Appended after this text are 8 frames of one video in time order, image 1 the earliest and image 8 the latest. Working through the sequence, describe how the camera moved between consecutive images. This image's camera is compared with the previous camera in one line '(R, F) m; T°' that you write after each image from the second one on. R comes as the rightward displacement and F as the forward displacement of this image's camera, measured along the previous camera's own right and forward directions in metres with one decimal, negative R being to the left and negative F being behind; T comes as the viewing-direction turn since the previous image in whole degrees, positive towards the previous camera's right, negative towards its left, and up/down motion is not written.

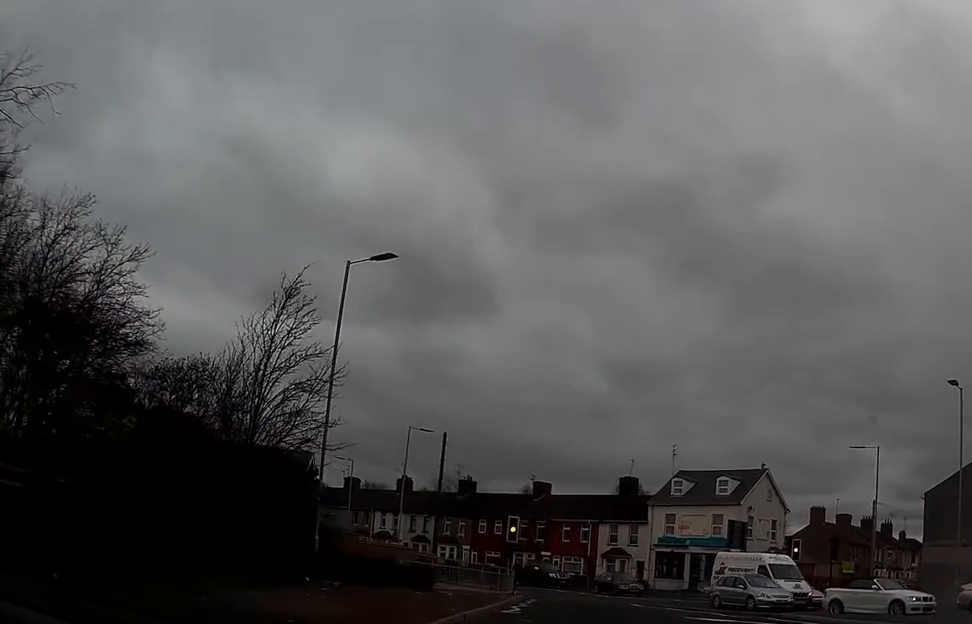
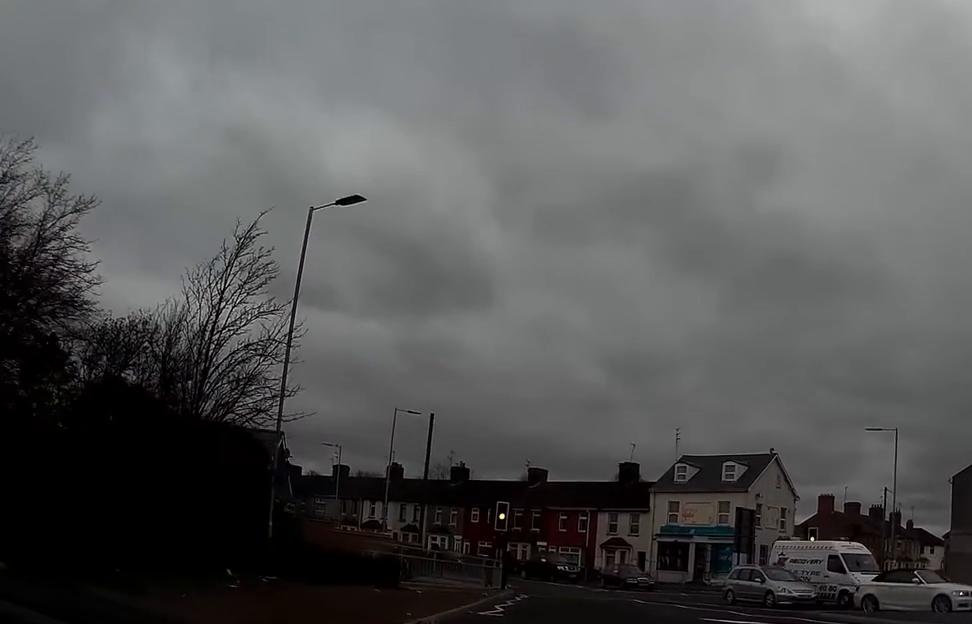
(0.0, +4.3) m; 0°
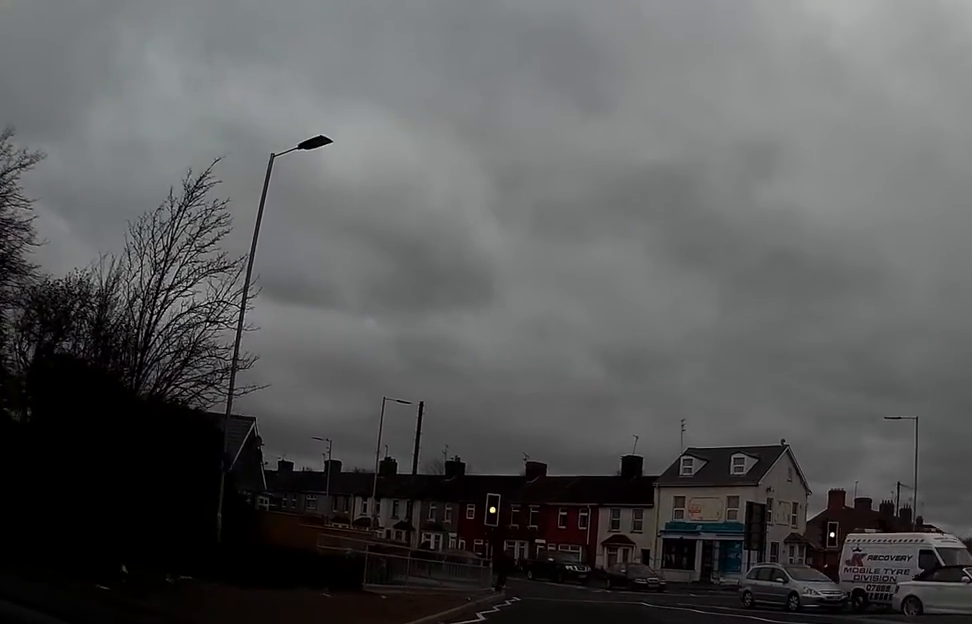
(0.0, +3.7) m; 0°
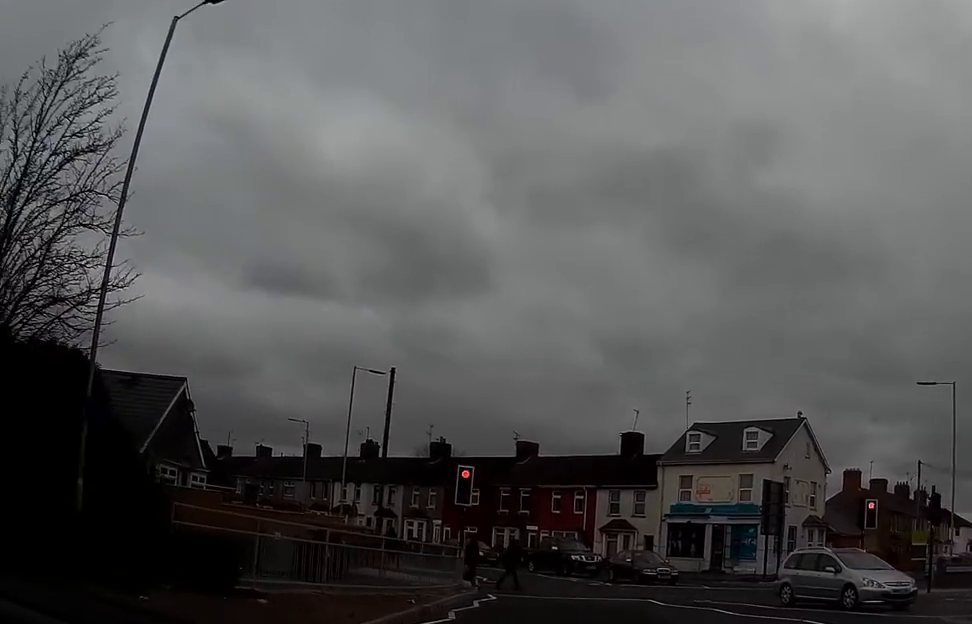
(0.0, +6.3) m; 0°
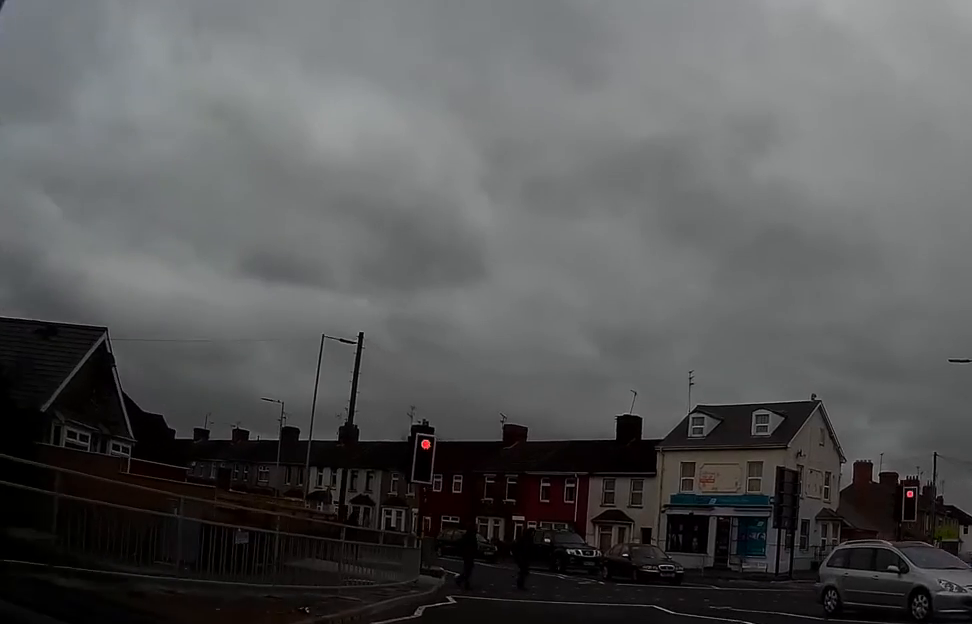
(0.0, +5.1) m; 0°
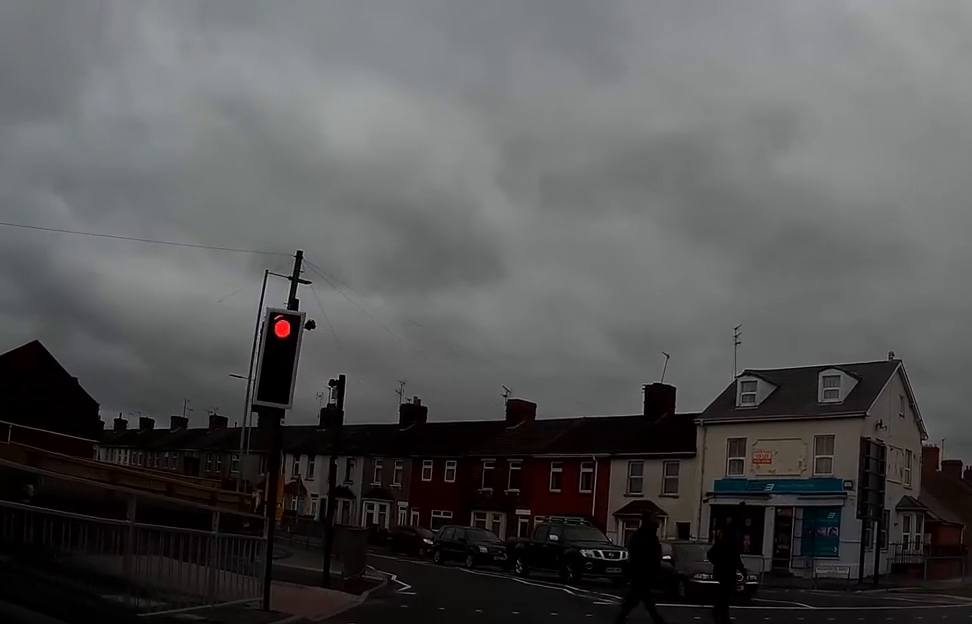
(+0.1, +11.6) m; +1°
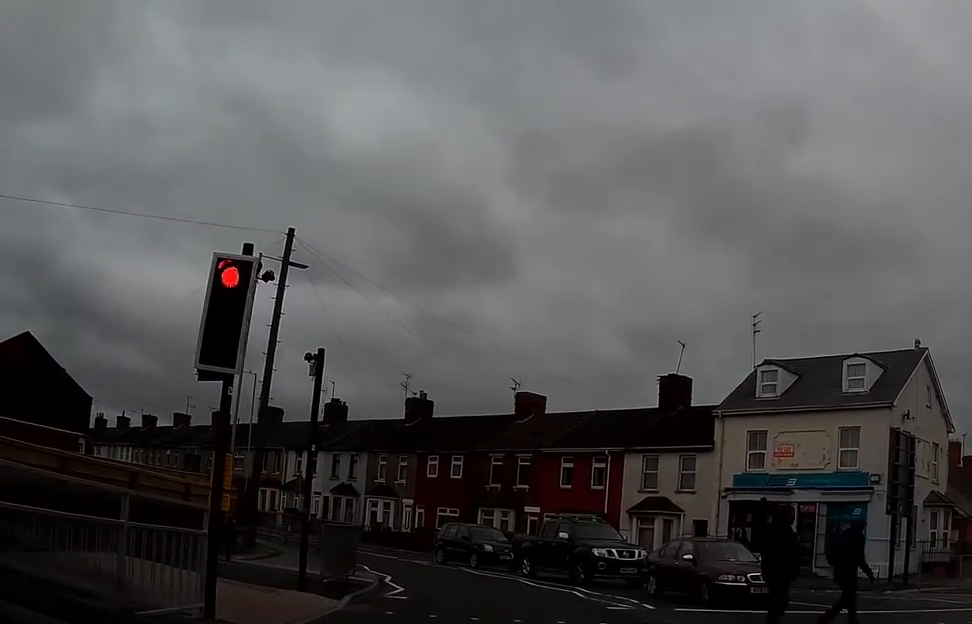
(0.0, +2.2) m; 0°
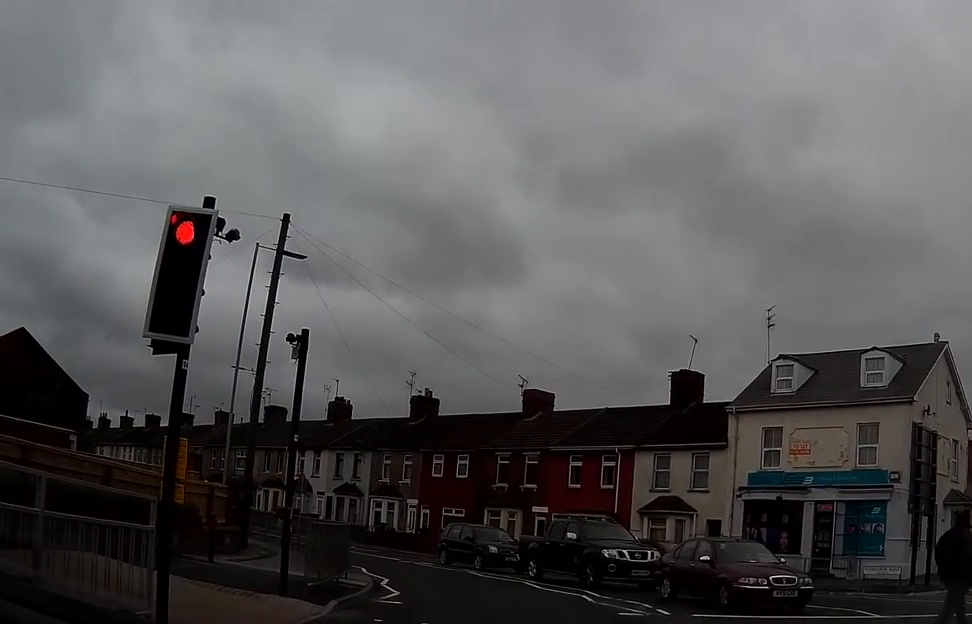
(-0.1, +1.6) m; 0°
